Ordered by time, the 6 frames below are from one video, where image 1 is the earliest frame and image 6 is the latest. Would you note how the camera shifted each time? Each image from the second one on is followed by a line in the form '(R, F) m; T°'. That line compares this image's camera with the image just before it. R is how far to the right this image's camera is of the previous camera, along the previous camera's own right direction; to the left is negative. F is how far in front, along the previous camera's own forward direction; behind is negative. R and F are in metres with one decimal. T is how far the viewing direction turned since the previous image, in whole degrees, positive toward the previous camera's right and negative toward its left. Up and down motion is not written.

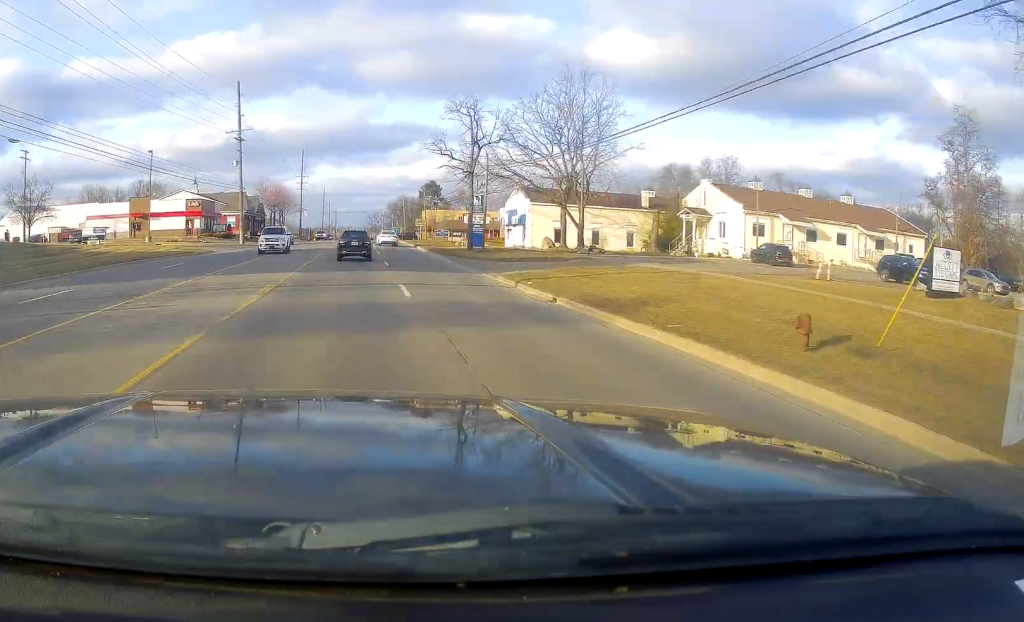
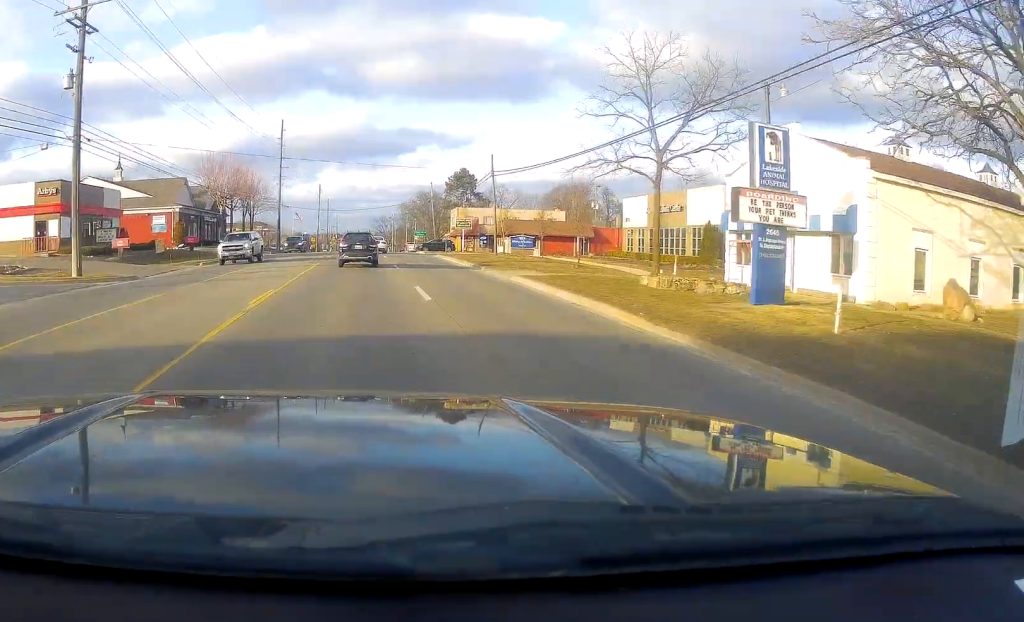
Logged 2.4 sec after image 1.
(-0.2, +49.4) m; 0°
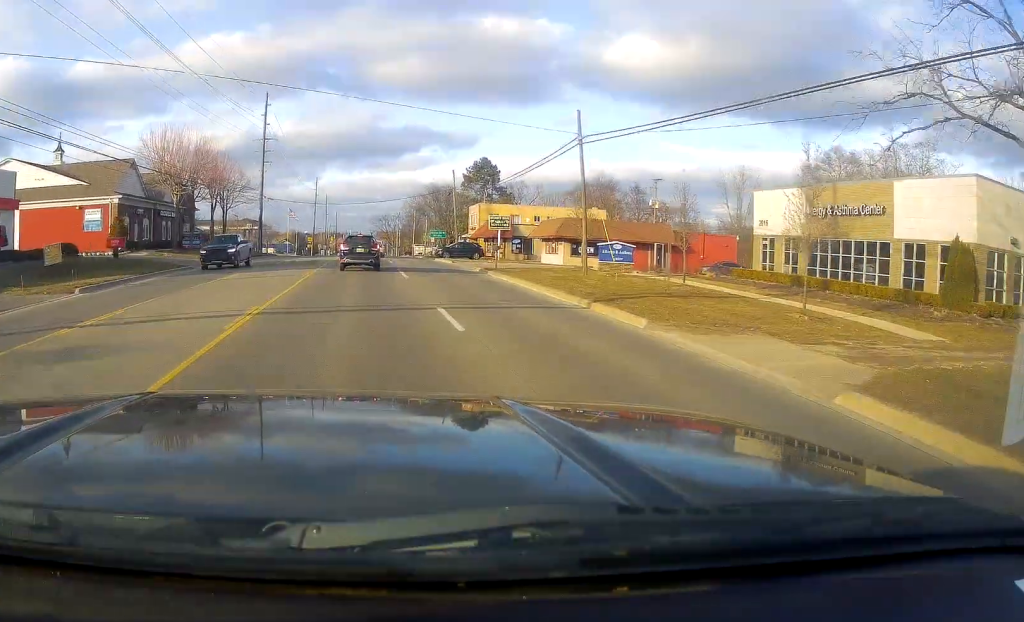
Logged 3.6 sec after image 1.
(+0.5, +20.1) m; 0°
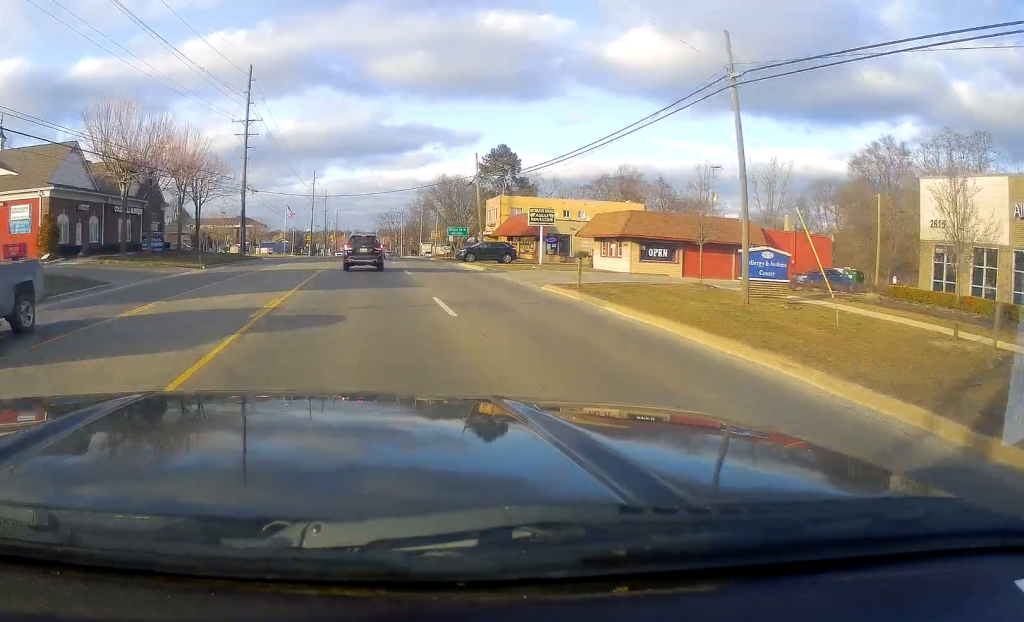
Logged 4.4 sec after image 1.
(-0.2, +13.5) m; -1°
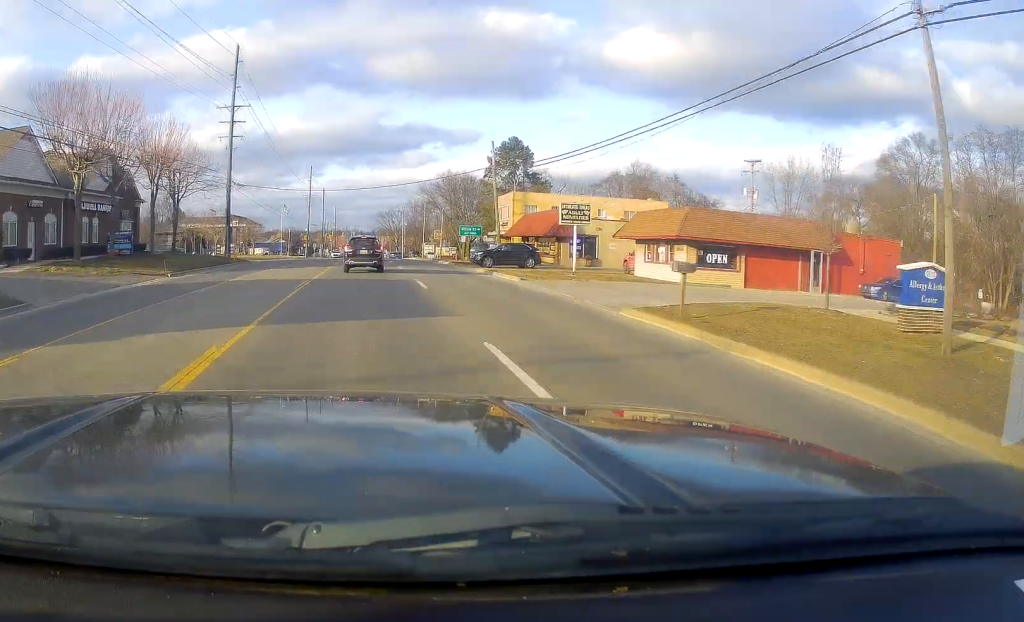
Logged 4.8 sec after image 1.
(-0.4, +7.7) m; 0°
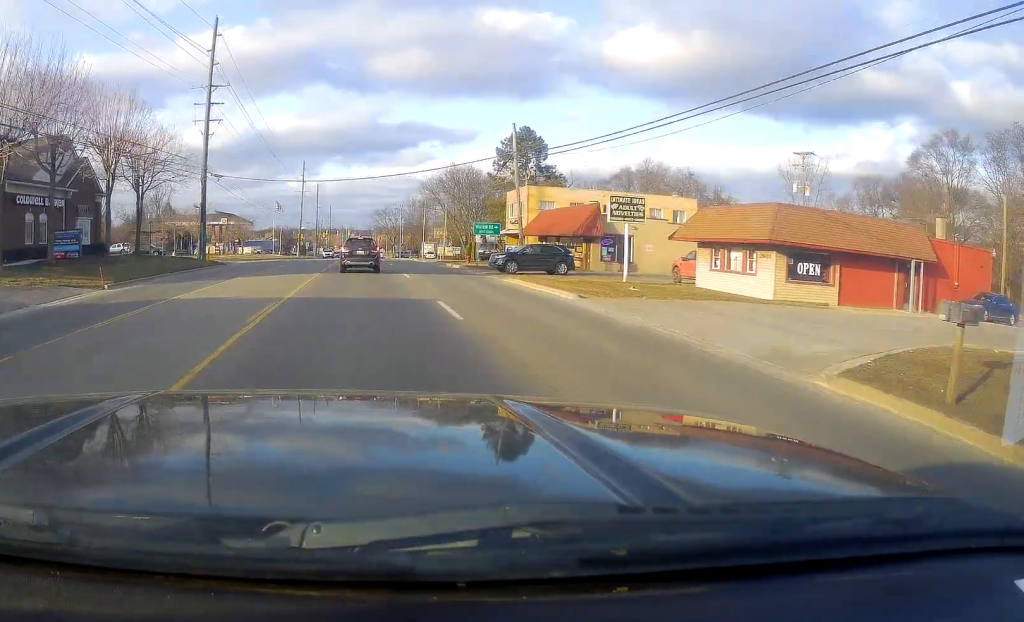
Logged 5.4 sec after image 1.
(+0.2, +8.4) m; +1°
